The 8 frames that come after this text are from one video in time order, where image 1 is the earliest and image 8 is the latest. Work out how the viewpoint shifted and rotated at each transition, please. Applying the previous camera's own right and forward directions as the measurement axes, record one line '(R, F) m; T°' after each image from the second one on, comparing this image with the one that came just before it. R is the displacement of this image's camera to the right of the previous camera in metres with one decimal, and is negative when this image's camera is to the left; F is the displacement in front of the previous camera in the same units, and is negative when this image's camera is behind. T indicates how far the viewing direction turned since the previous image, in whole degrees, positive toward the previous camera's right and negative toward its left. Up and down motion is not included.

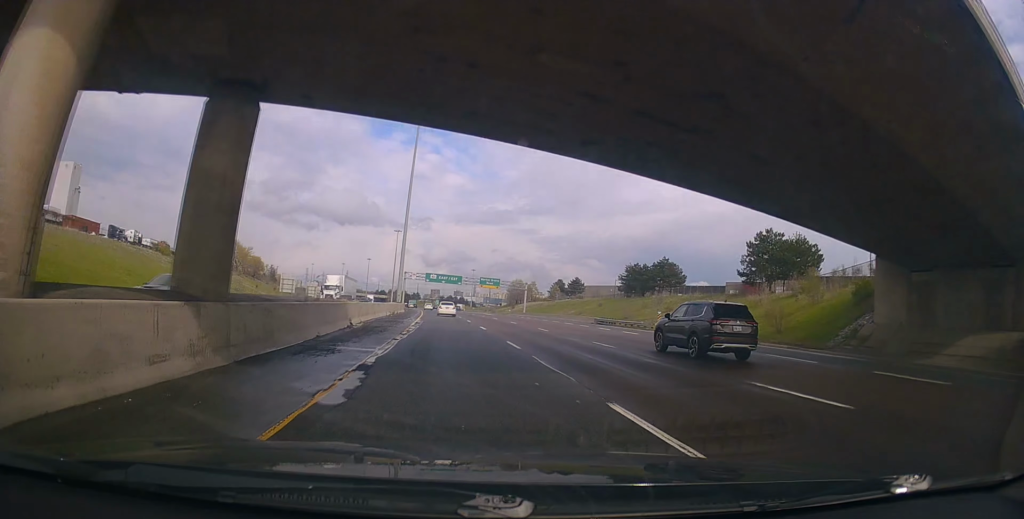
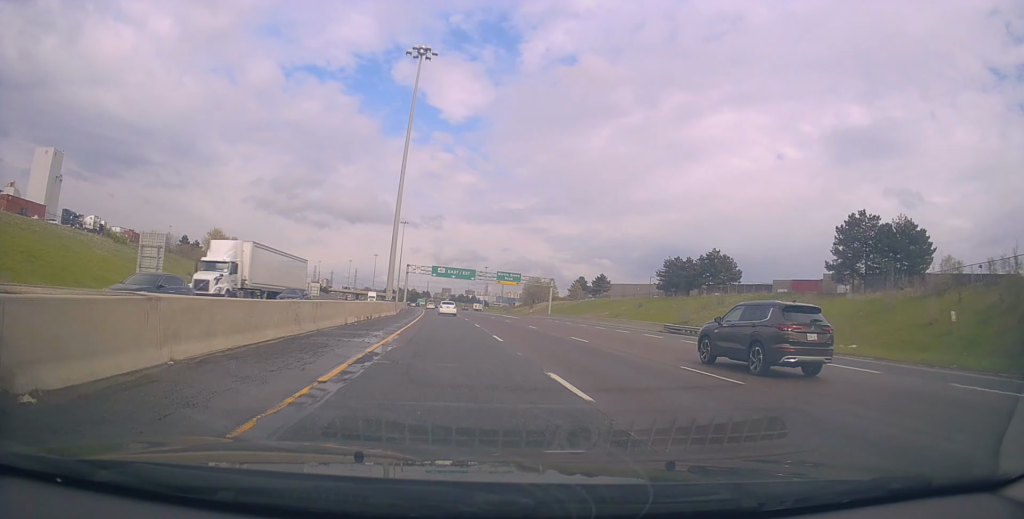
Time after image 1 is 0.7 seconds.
(-0.7, +21.1) m; -2°
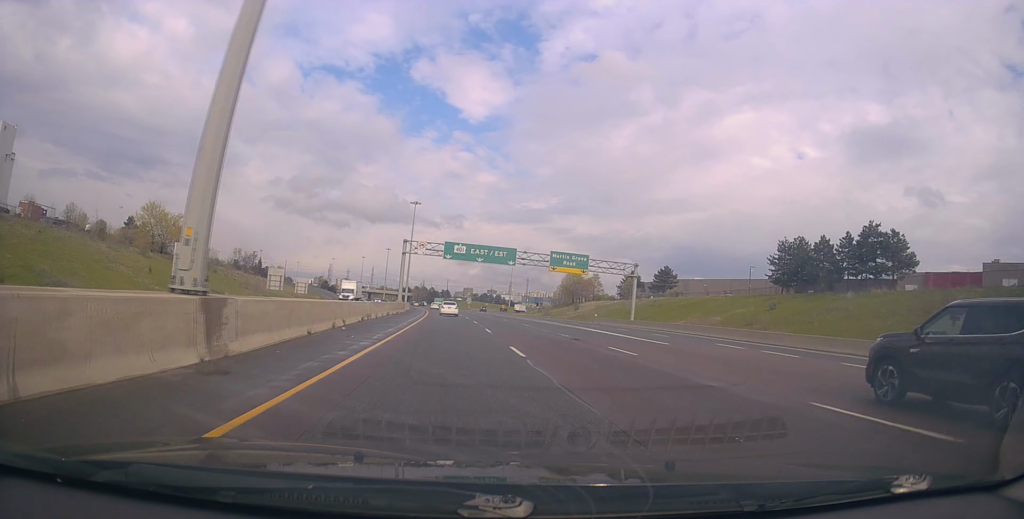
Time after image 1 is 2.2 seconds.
(-0.6, +42.3) m; -2°
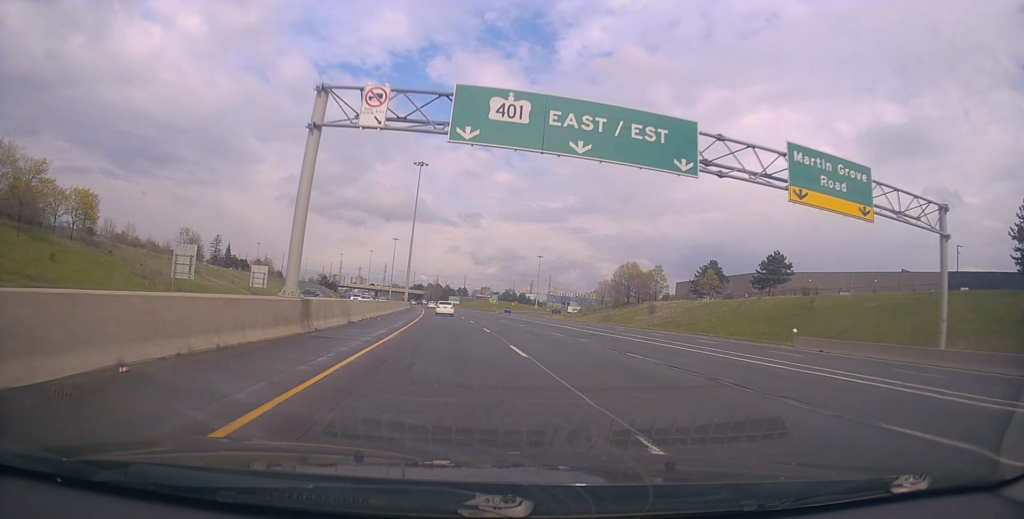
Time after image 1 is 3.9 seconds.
(-0.6, +48.0) m; -1°
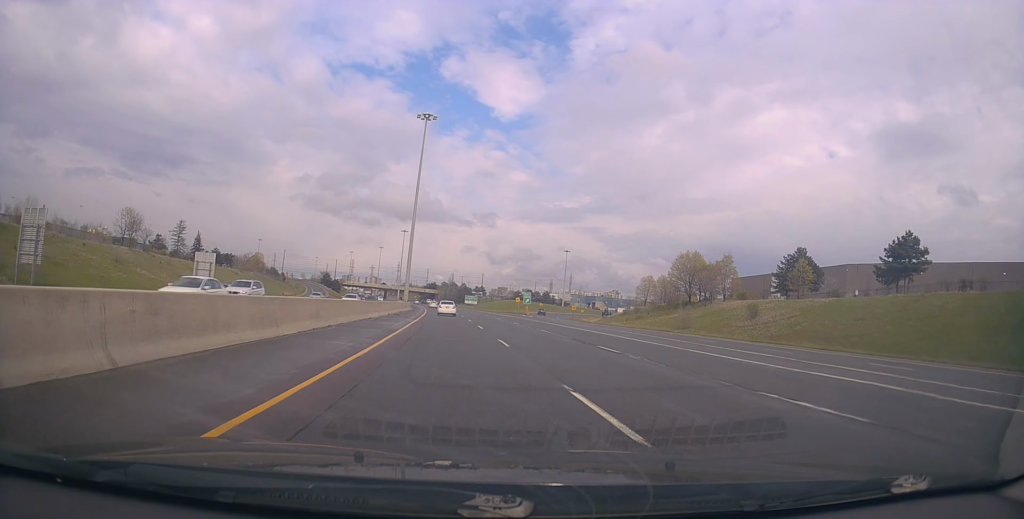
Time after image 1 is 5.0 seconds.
(-0.2, +33.2) m; -1°
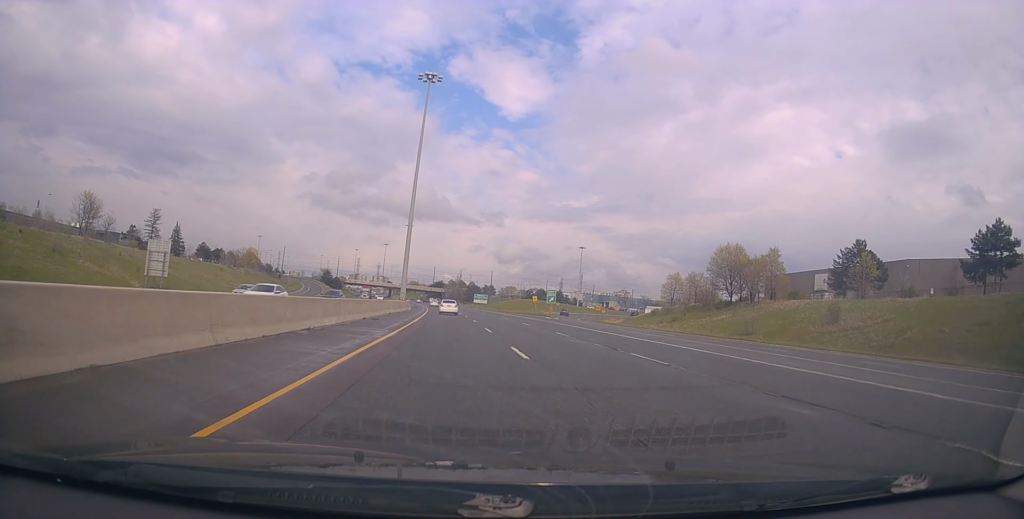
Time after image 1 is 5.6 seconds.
(-0.2, +16.5) m; -1°
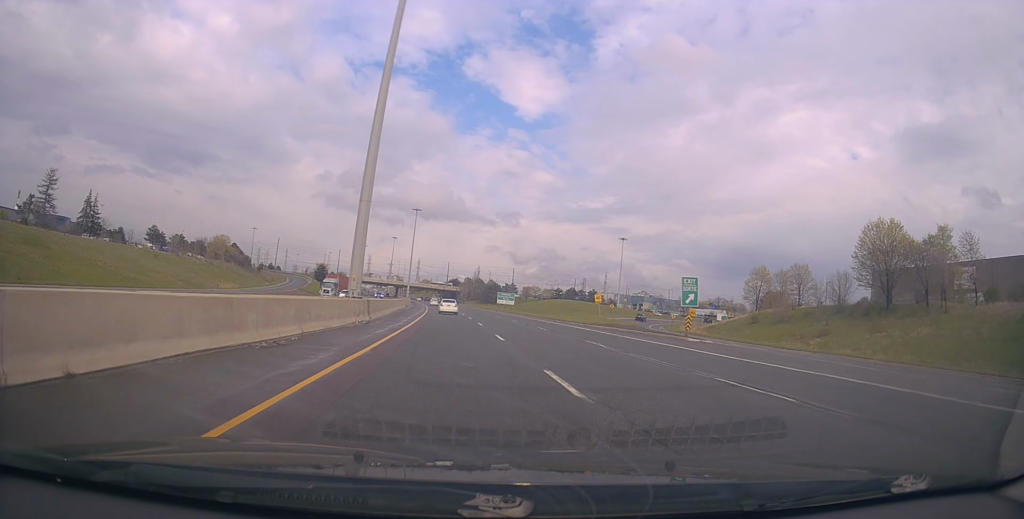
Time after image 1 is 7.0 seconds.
(-1.0, +41.8) m; -2°
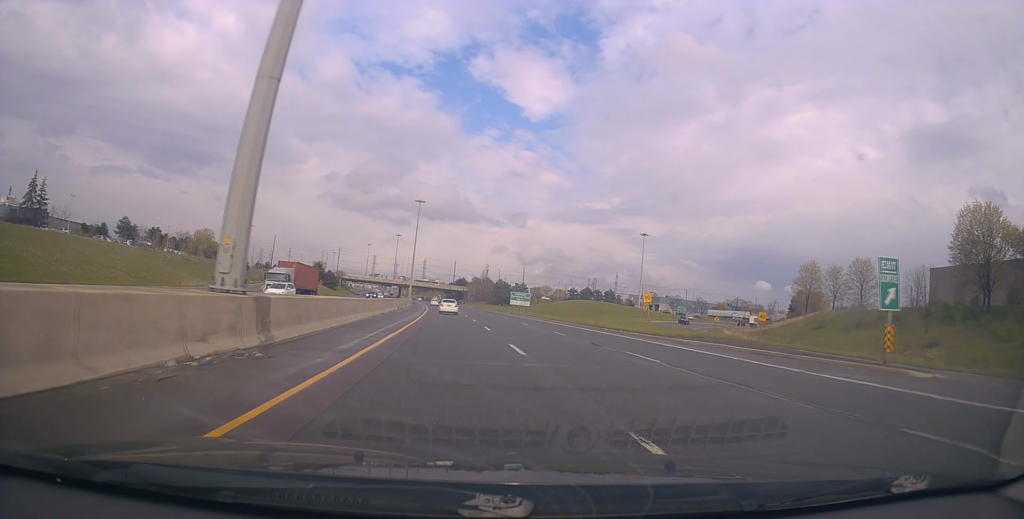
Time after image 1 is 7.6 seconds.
(+0.1, +17.1) m; -1°
